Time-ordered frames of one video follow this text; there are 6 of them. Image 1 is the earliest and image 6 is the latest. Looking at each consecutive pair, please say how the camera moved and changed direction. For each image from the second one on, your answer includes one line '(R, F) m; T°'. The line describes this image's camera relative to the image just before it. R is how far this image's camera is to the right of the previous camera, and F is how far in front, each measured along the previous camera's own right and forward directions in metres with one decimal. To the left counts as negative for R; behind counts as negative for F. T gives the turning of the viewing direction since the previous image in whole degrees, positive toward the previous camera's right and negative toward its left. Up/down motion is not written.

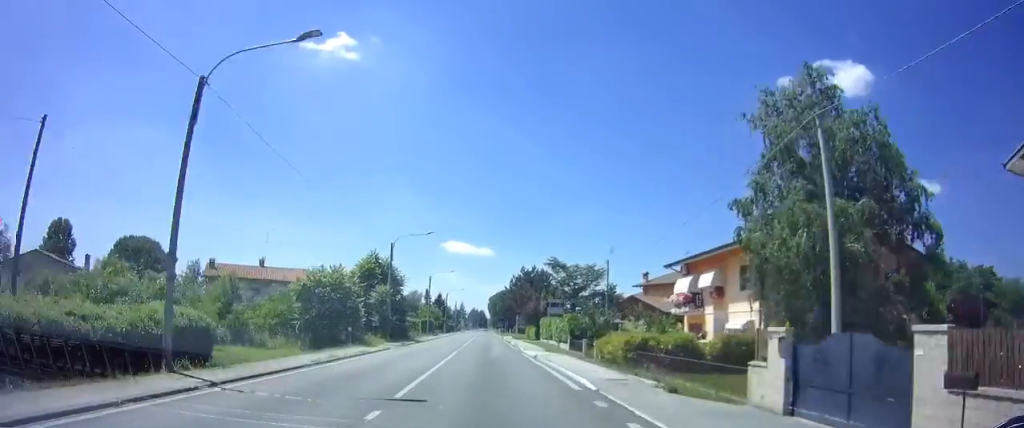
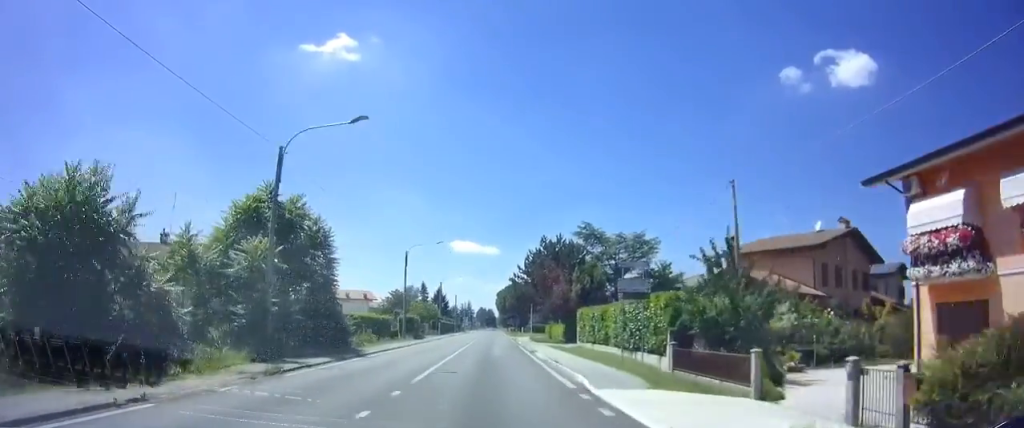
(+0.1, +21.9) m; -1°
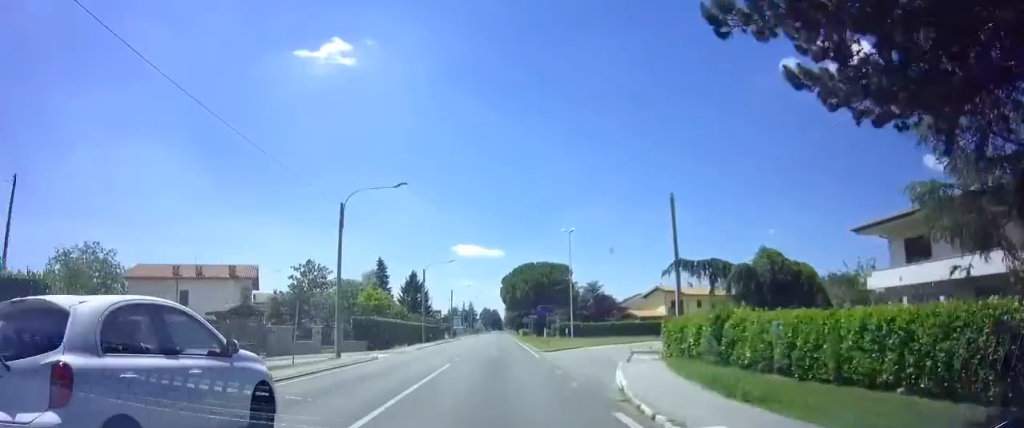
(-0.5, +48.7) m; +1°
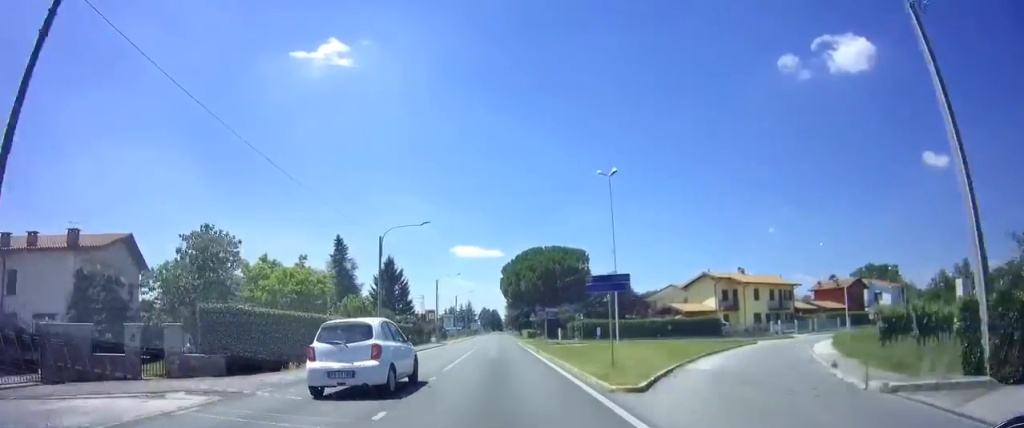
(+0.3, +19.2) m; 0°
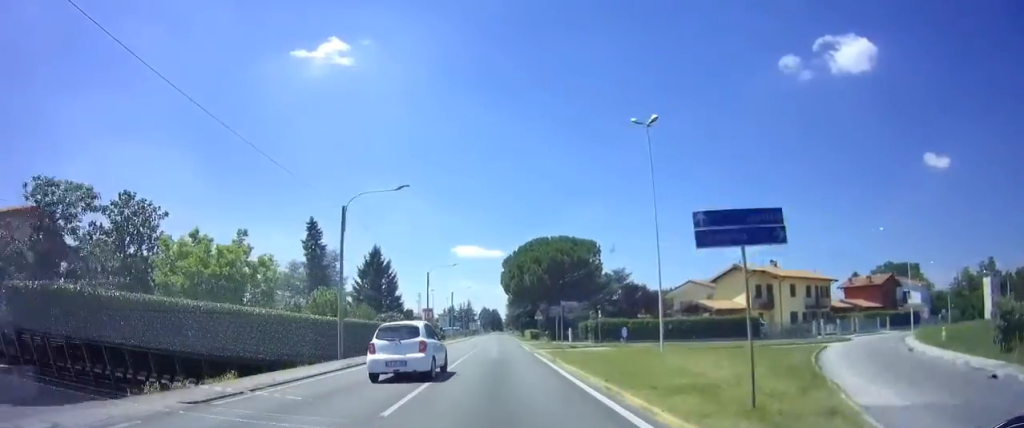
(-0.2, +8.4) m; -1°
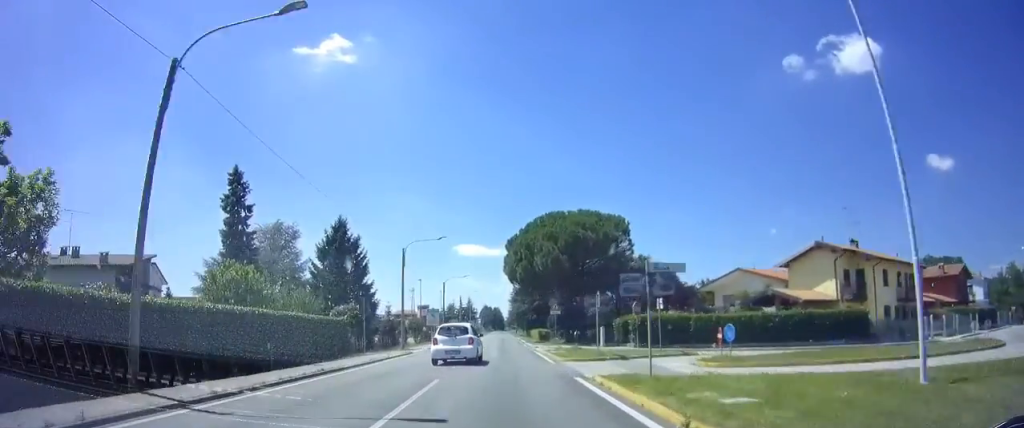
(-0.1, +15.7) m; 0°
